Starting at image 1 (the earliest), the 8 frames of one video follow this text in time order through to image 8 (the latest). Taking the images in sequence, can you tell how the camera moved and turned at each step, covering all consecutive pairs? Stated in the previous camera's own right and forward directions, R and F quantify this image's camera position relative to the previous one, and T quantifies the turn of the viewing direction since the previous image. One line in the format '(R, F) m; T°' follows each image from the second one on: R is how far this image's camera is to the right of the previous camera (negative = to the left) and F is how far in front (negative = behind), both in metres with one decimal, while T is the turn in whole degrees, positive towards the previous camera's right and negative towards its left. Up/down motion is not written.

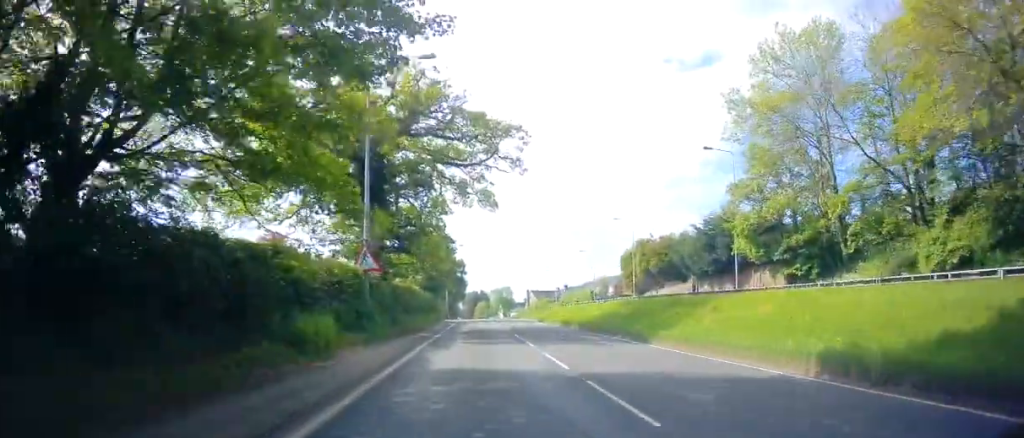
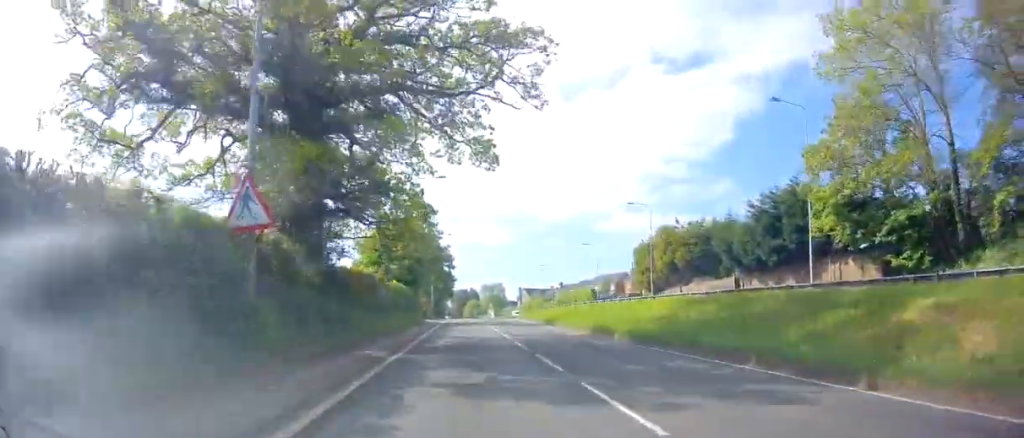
(0.0, +12.3) m; +2°
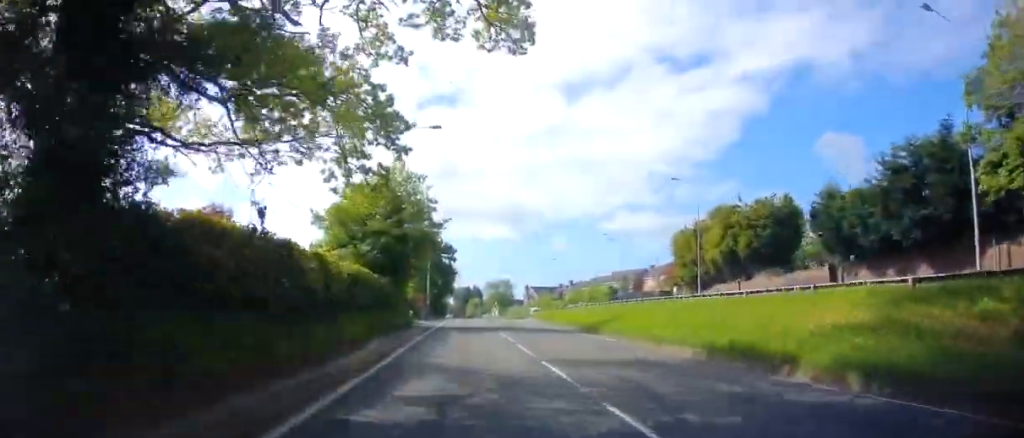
(+0.6, +14.0) m; +1°
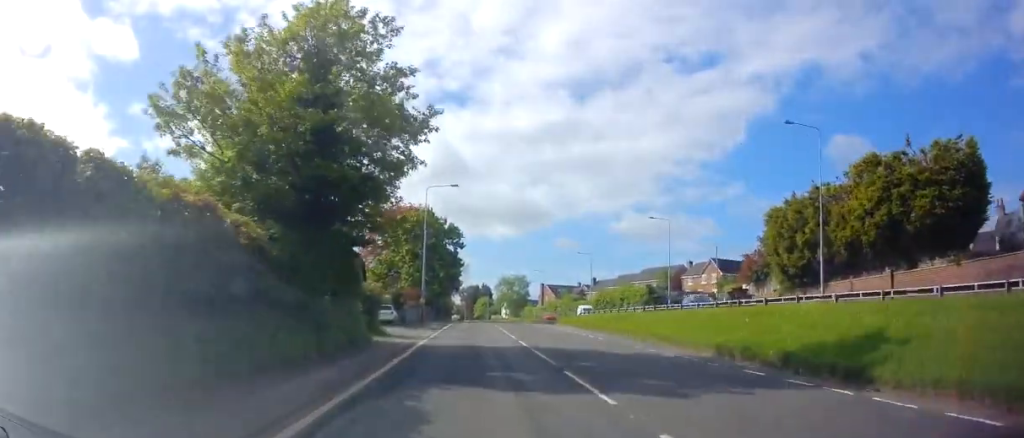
(-0.4, +20.0) m; -1°
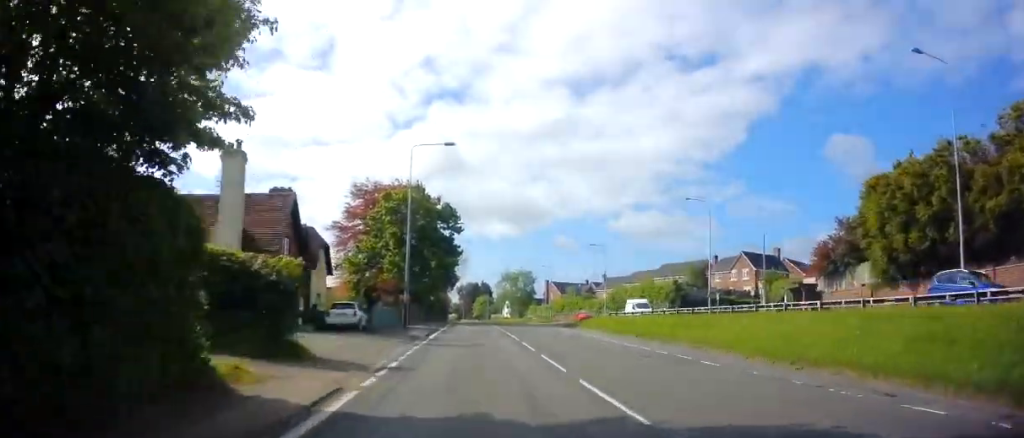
(0.0, +13.2) m; 0°
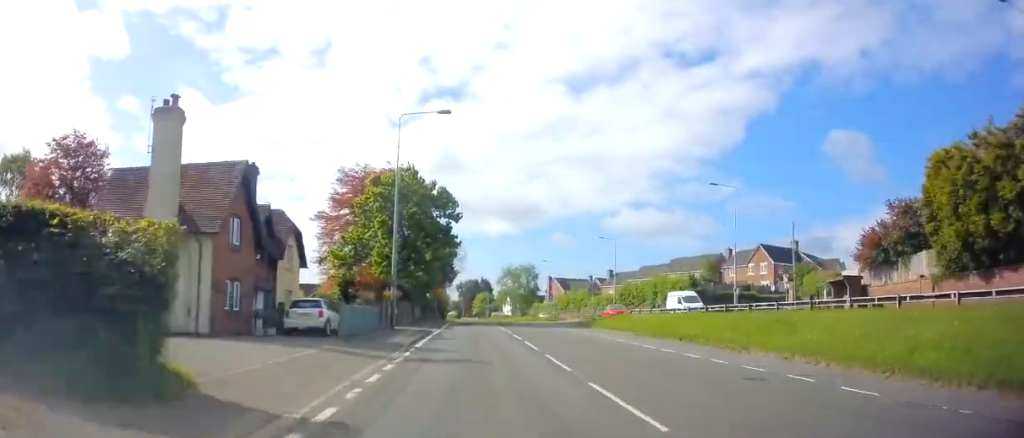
(0.0, +6.4) m; 0°
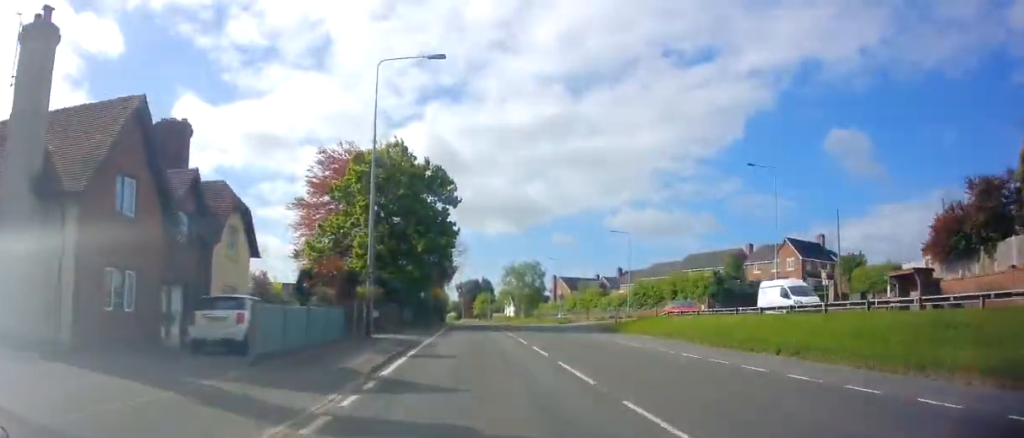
(0.0, +8.0) m; 0°
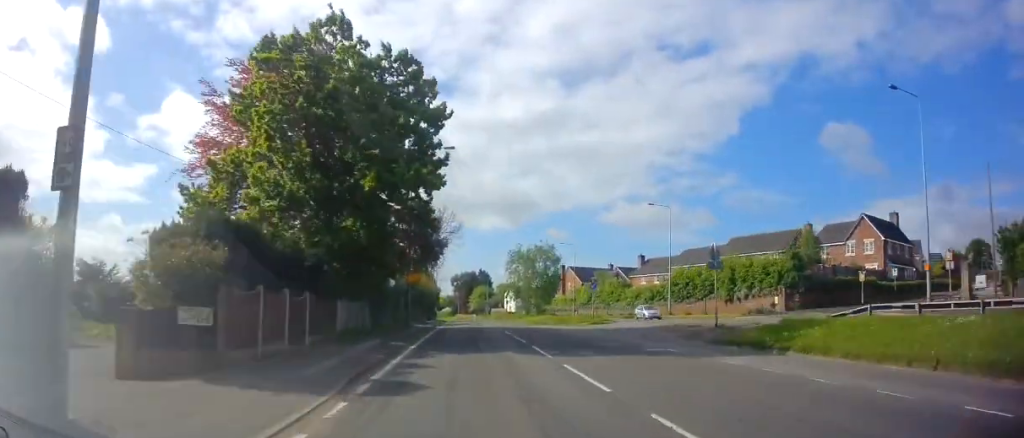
(0.0, +19.1) m; 0°
